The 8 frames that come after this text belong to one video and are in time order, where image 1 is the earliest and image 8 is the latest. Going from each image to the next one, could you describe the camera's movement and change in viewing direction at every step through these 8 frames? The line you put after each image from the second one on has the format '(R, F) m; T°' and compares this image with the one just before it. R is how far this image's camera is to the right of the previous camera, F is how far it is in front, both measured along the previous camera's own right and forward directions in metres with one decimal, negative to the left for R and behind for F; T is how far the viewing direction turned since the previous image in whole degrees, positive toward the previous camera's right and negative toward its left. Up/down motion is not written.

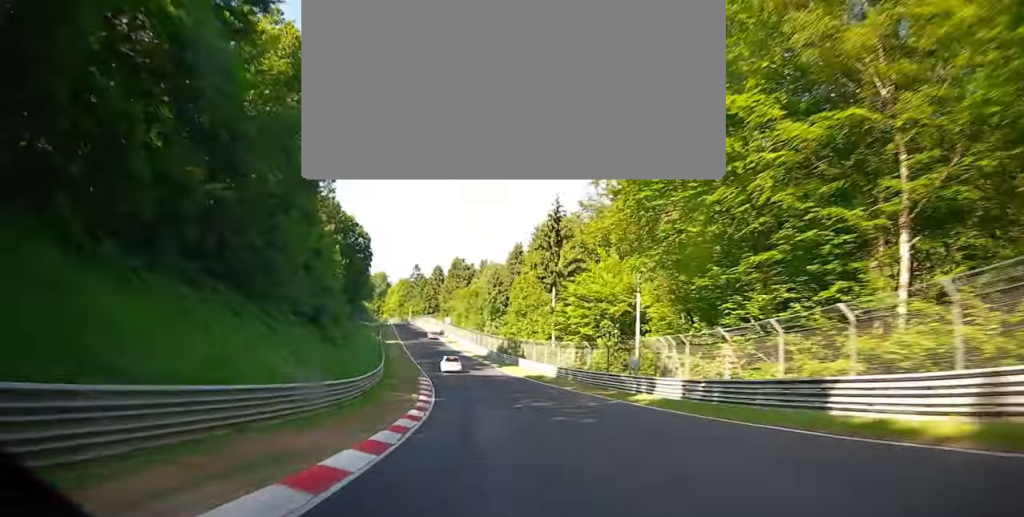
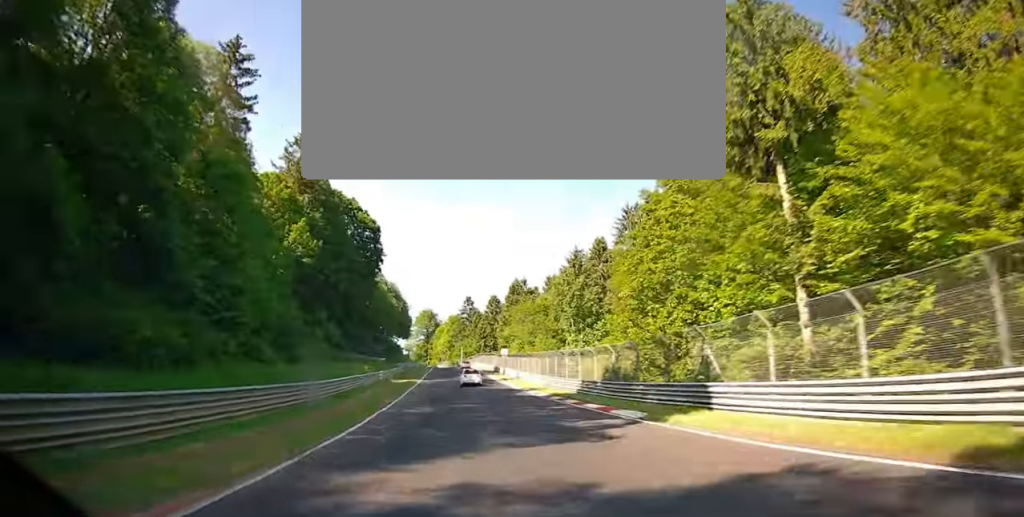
(-1.1, +39.4) m; -4°
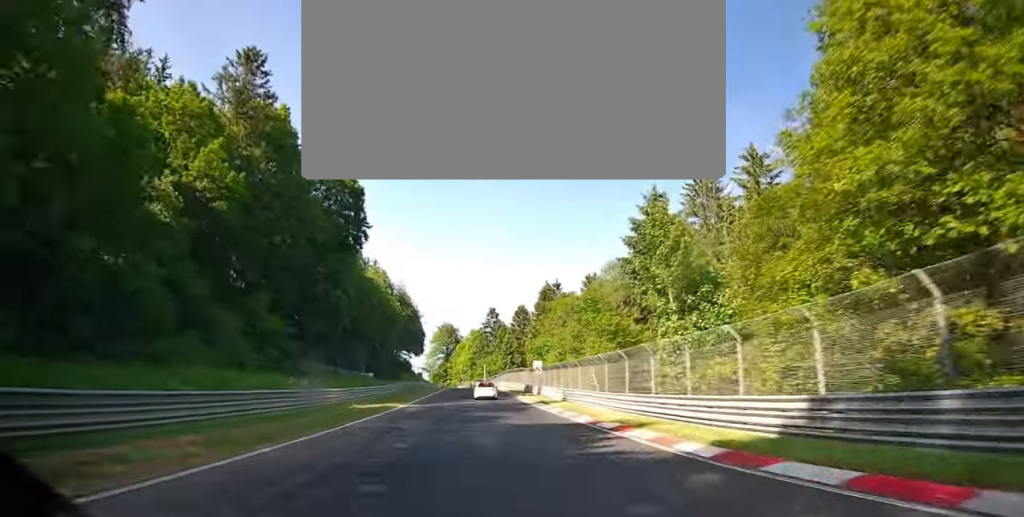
(-0.3, +21.7) m; -3°
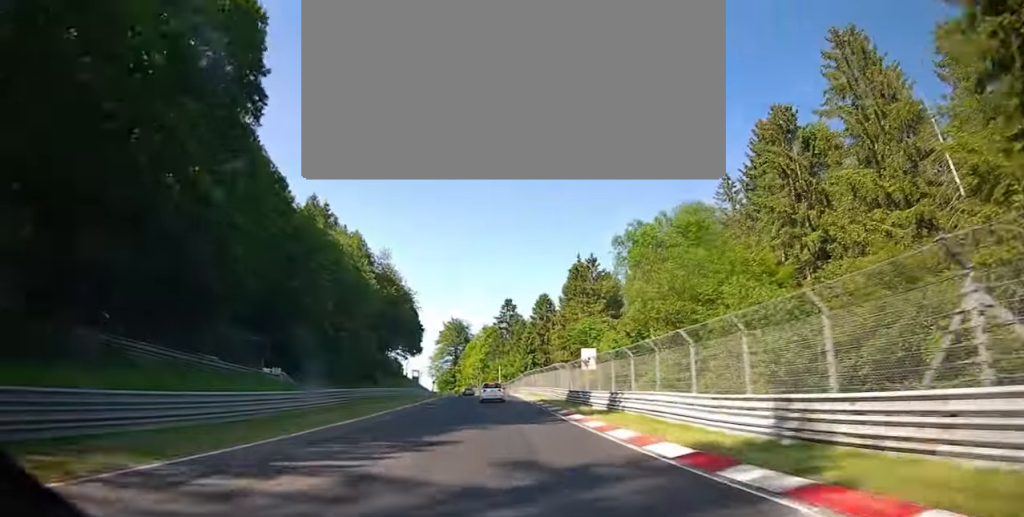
(-0.6, +27.3) m; -5°
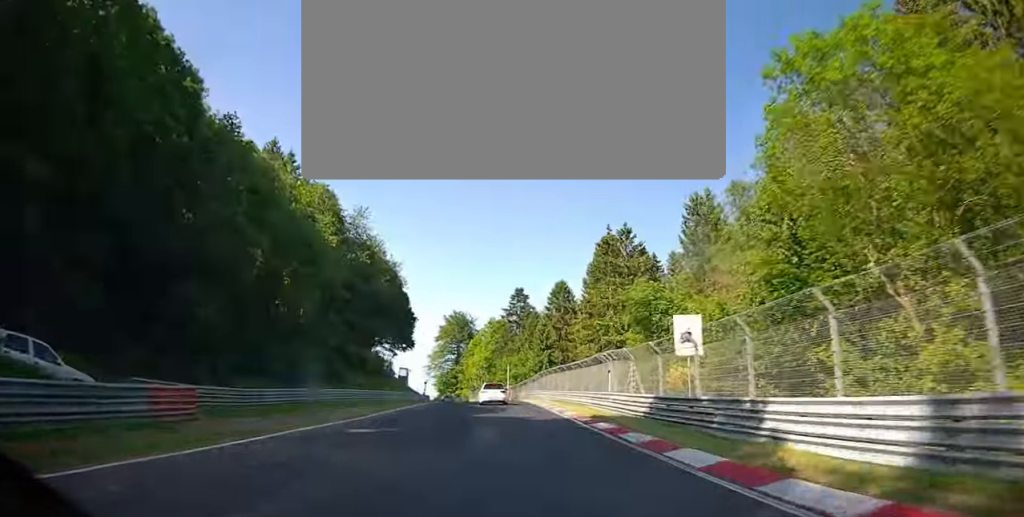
(-1.0, +18.0) m; -5°
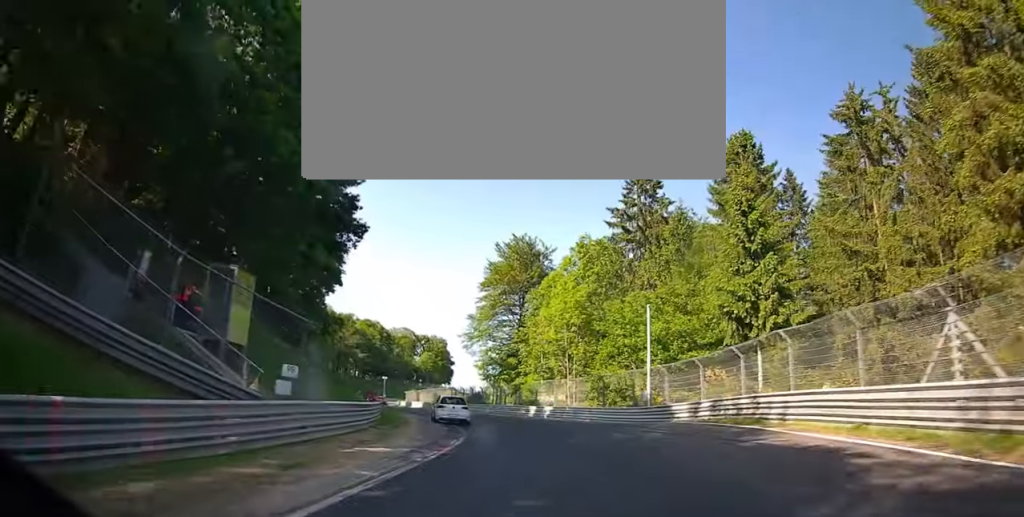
(-9.9, +59.5) m; -17°
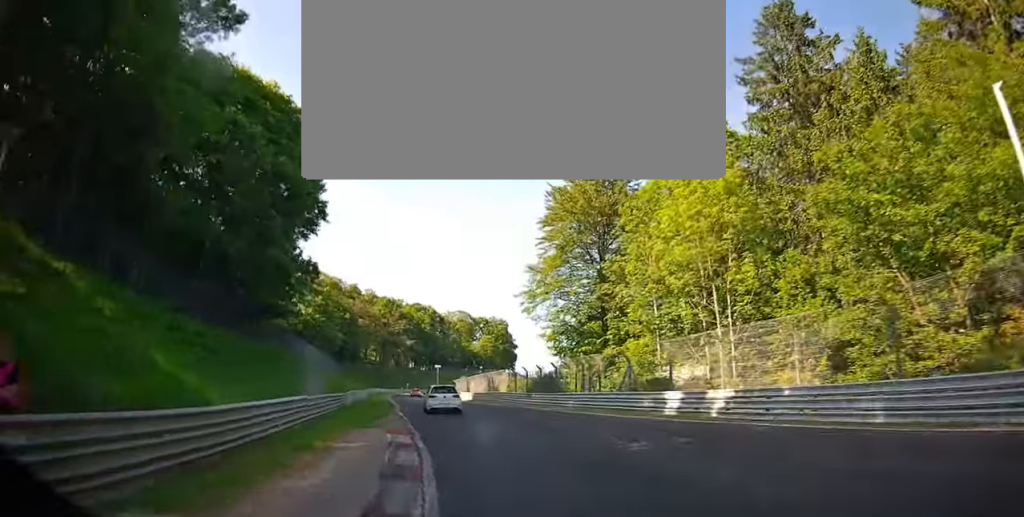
(-0.6, +24.7) m; -4°
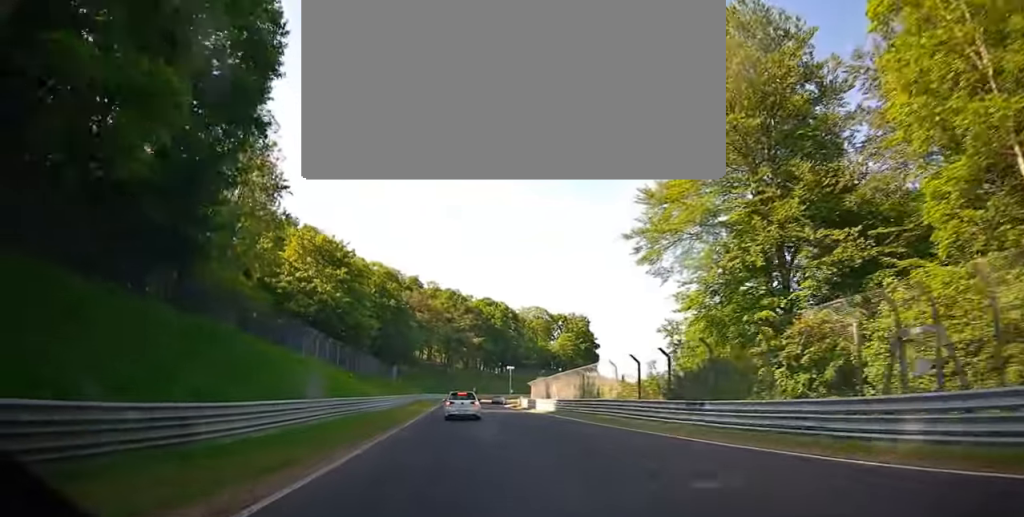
(-0.9, +23.3) m; -5°
